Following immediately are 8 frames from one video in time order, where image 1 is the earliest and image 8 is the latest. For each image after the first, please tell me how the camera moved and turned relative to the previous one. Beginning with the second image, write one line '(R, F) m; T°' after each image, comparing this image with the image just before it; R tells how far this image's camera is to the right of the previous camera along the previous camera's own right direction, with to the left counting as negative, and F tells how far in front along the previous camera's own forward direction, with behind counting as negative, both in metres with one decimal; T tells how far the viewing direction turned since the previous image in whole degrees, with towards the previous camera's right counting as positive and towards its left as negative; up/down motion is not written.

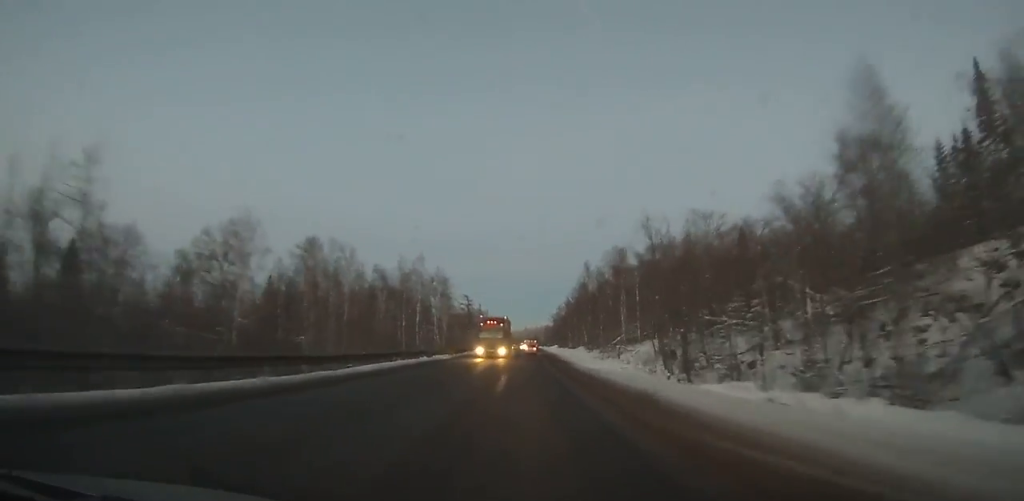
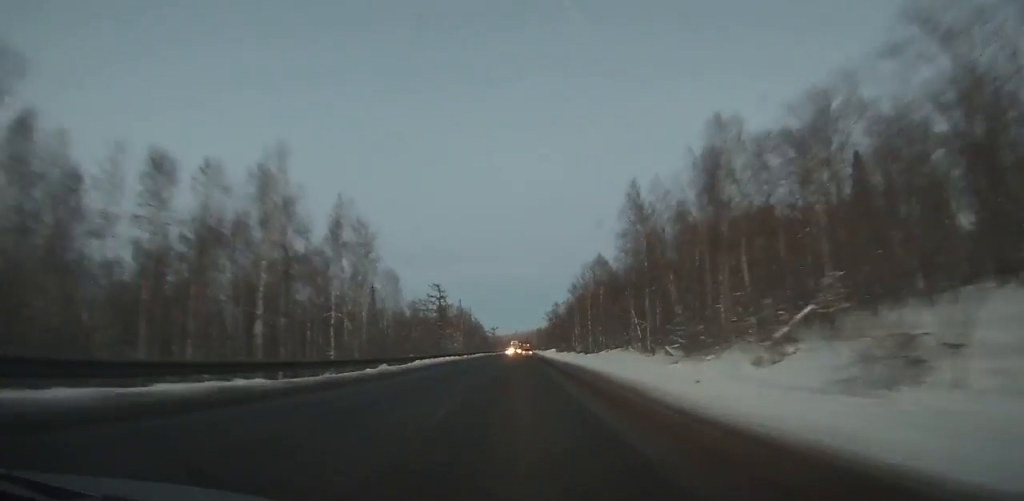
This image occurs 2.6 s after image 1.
(+0.8, +50.5) m; +1°
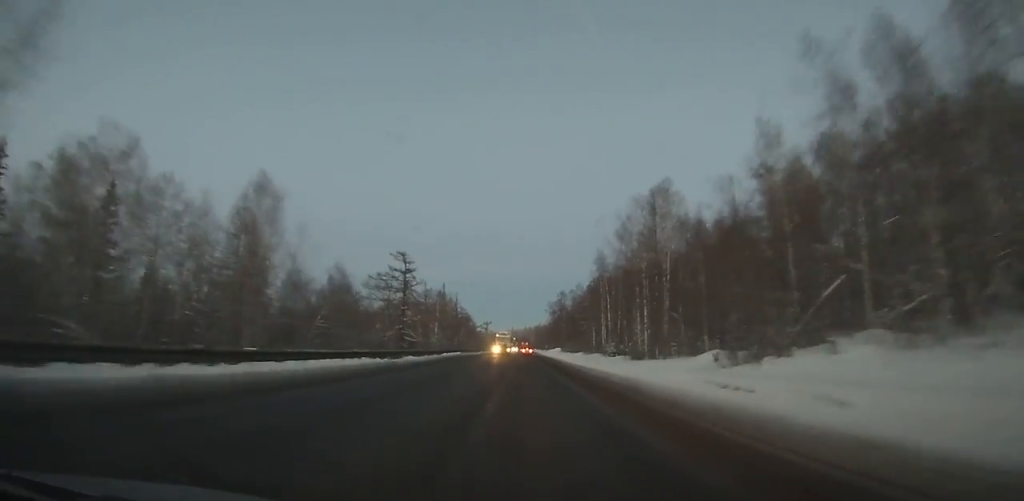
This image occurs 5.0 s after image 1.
(0.0, +46.4) m; 0°
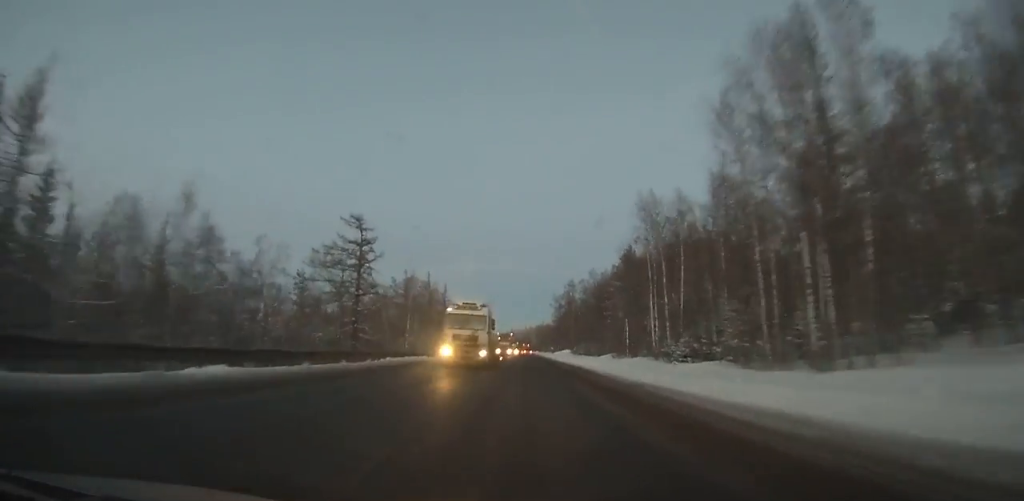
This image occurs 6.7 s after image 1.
(+0.2, +33.3) m; 0°
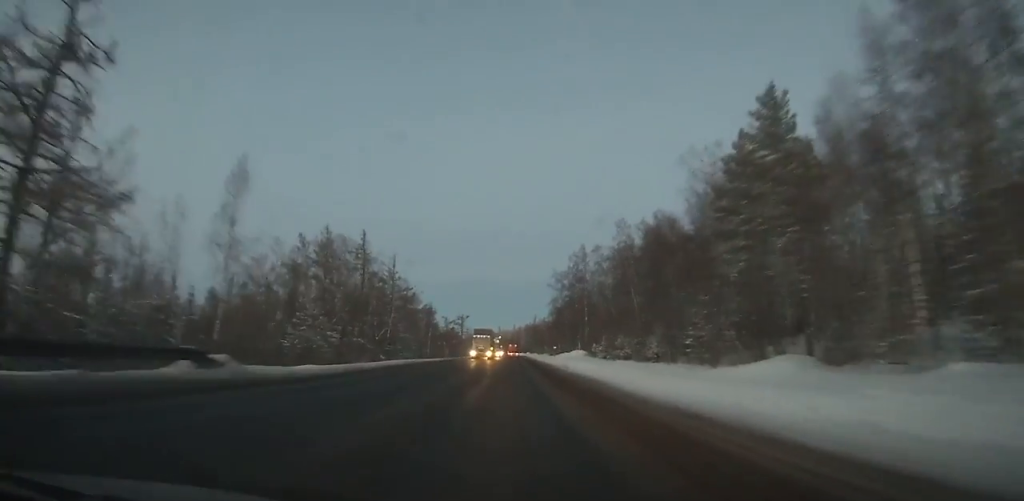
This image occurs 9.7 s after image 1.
(+0.2, +60.0) m; 0°
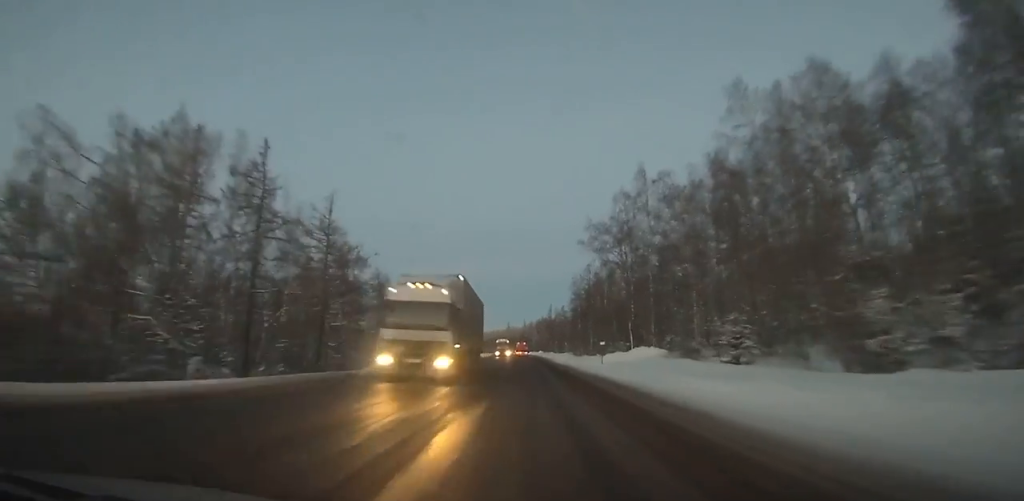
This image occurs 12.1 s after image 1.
(0.0, +49.8) m; 0°
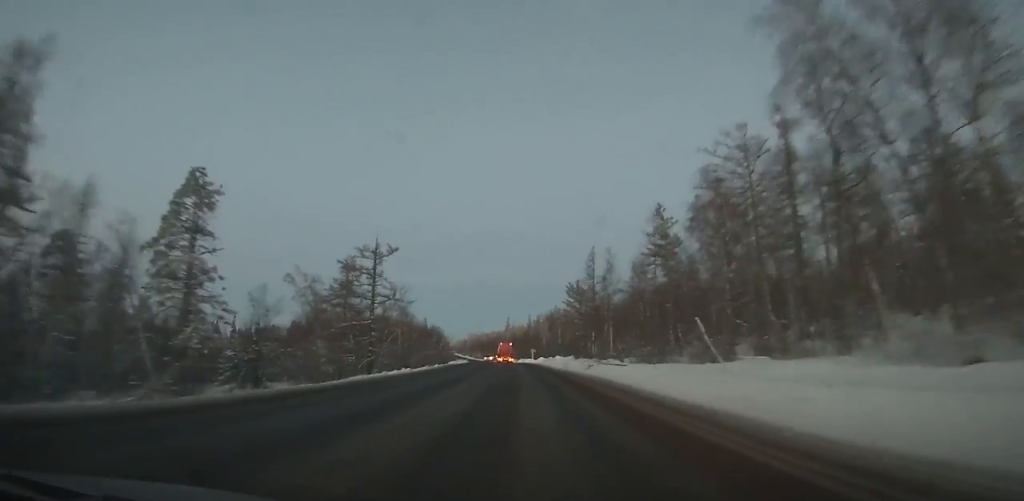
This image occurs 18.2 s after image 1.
(-2.3, +130.9) m; -3°
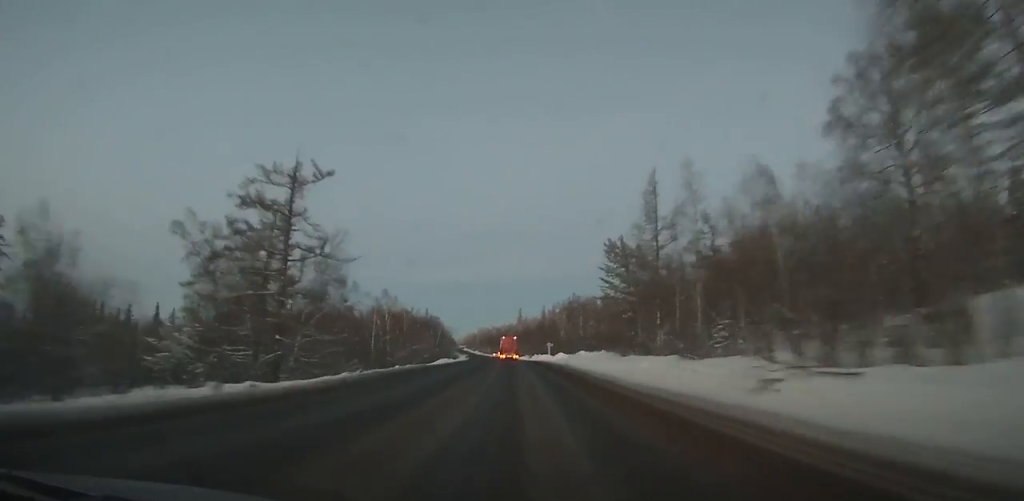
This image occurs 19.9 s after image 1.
(-0.3, +36.9) m; -2°
